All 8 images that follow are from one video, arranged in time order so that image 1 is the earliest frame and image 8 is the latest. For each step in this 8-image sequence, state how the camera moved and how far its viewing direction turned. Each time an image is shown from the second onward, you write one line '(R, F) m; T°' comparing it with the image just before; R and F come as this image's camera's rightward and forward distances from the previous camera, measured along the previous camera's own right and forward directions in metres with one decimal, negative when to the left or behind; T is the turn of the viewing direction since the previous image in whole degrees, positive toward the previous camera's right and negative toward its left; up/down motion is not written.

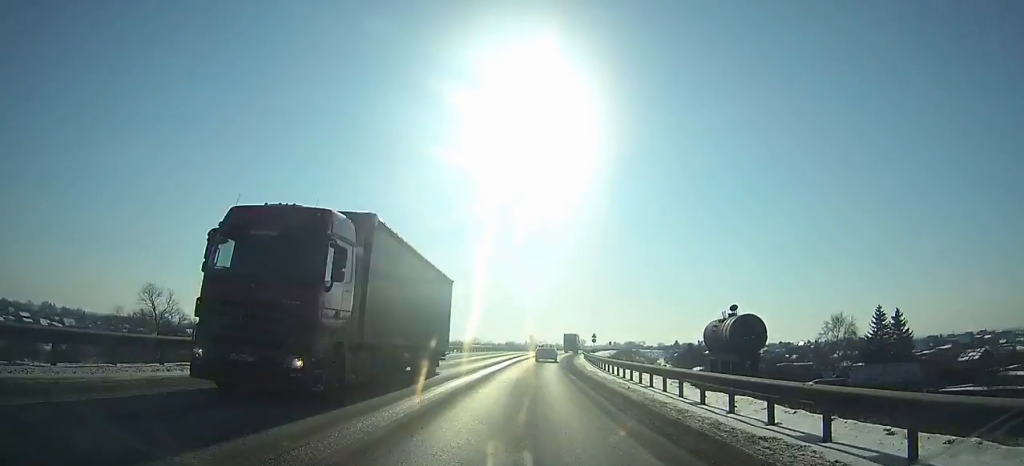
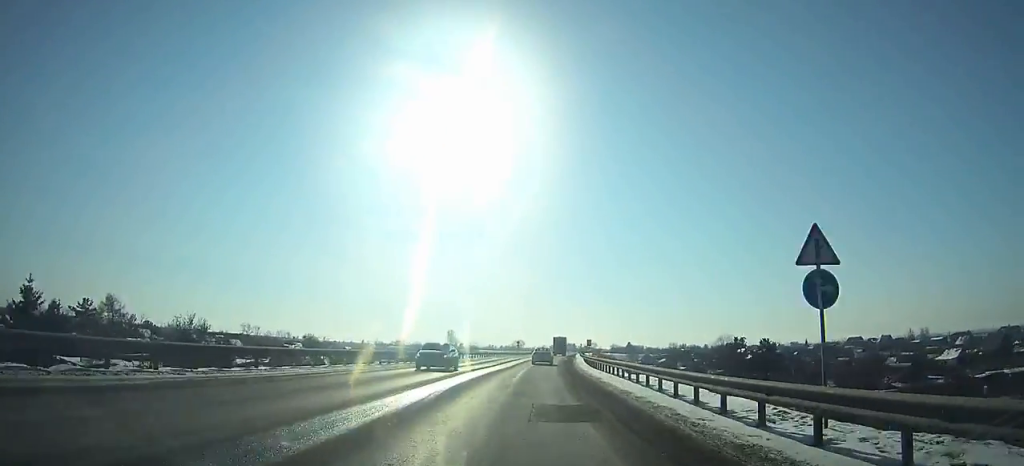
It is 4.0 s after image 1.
(+5.3, +86.1) m; +6°
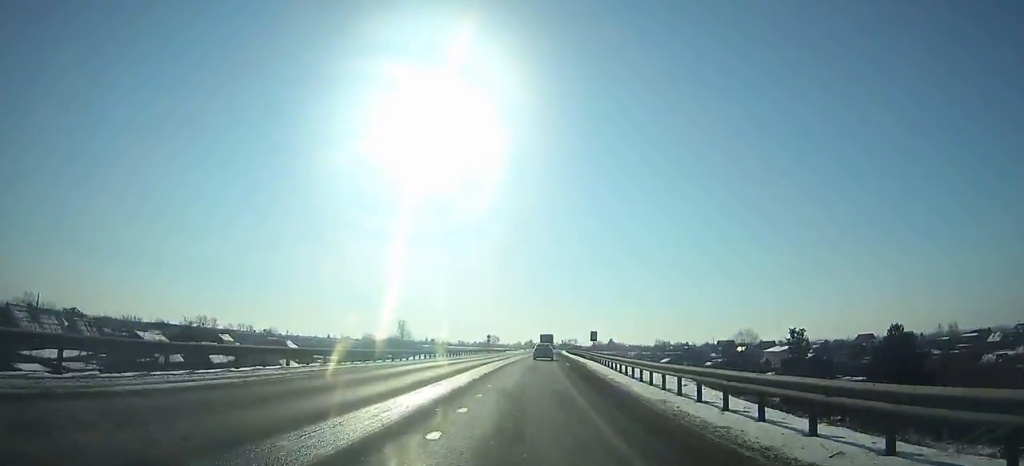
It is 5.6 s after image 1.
(+0.6, +34.5) m; +2°
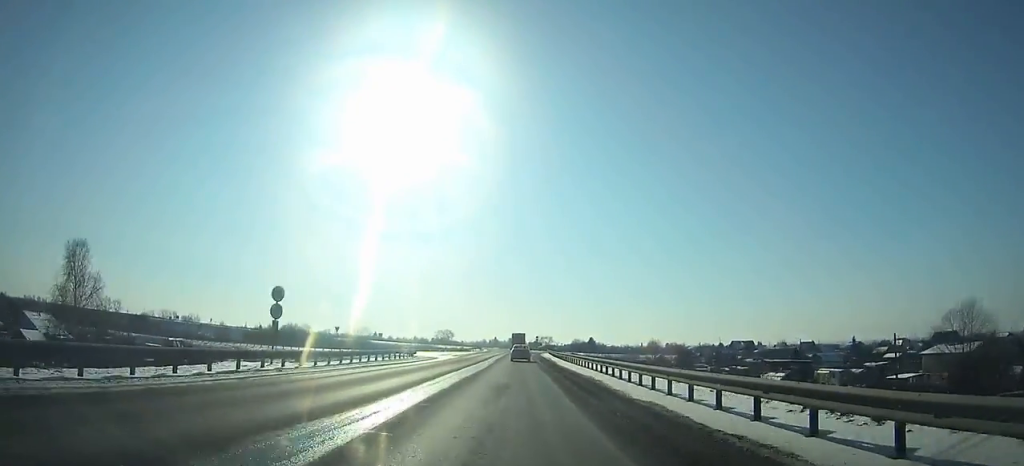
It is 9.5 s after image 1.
(+2.3, +83.8) m; +2°
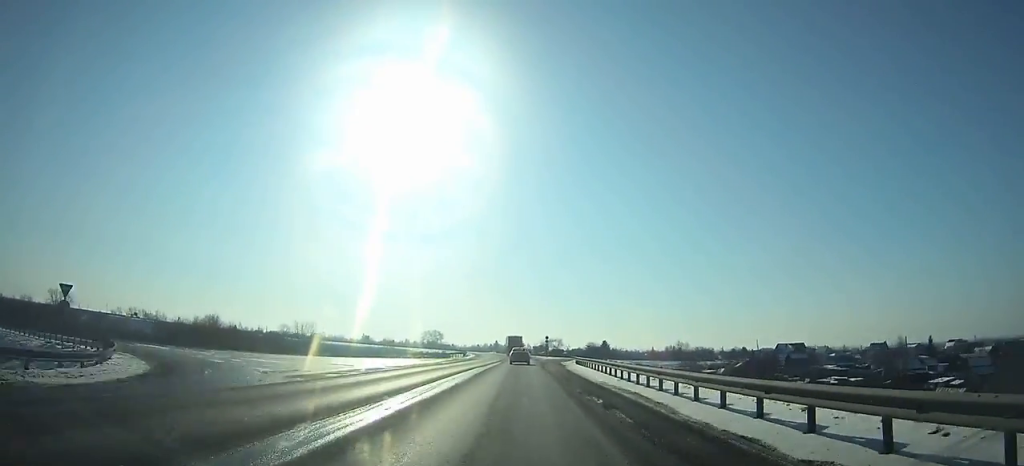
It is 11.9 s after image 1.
(+0.3, +51.0) m; 0°
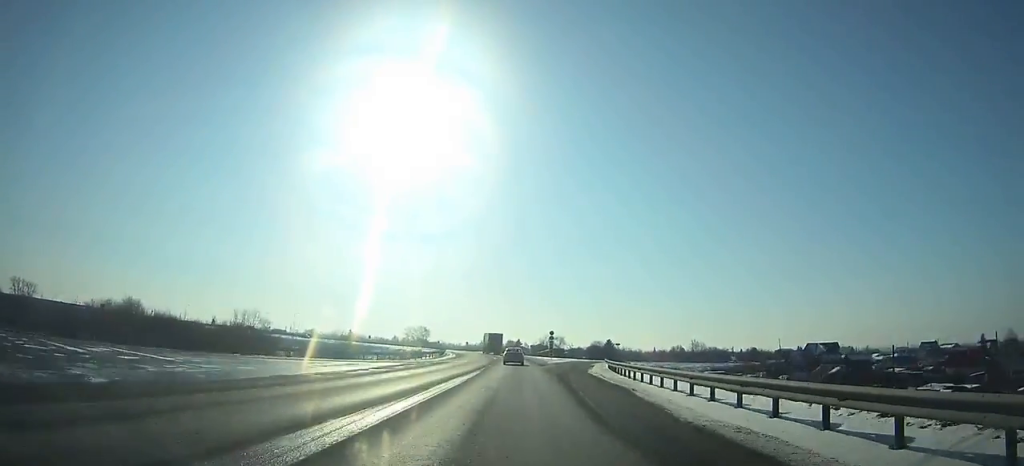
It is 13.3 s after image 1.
(+0.2, +29.5) m; 0°
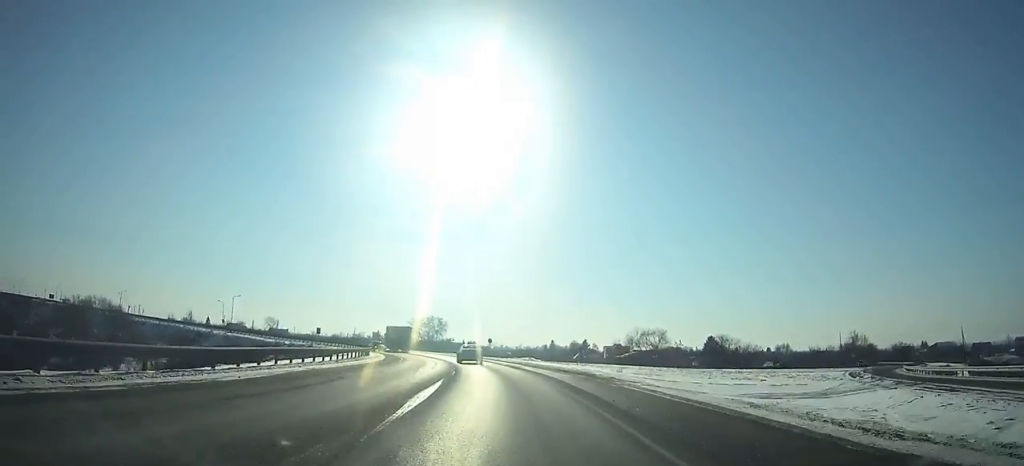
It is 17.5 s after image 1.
(-3.4, +85.5) m; -9°
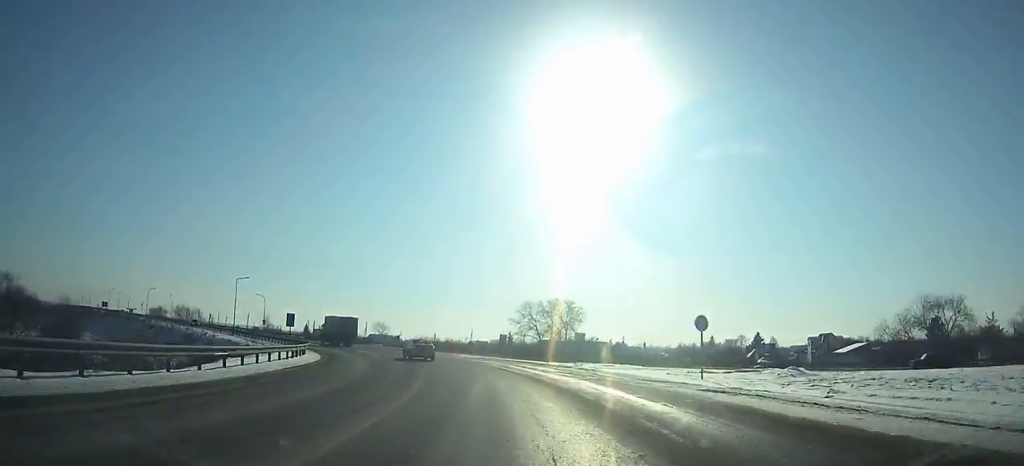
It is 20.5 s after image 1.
(-6.1, +57.6) m; -17°
